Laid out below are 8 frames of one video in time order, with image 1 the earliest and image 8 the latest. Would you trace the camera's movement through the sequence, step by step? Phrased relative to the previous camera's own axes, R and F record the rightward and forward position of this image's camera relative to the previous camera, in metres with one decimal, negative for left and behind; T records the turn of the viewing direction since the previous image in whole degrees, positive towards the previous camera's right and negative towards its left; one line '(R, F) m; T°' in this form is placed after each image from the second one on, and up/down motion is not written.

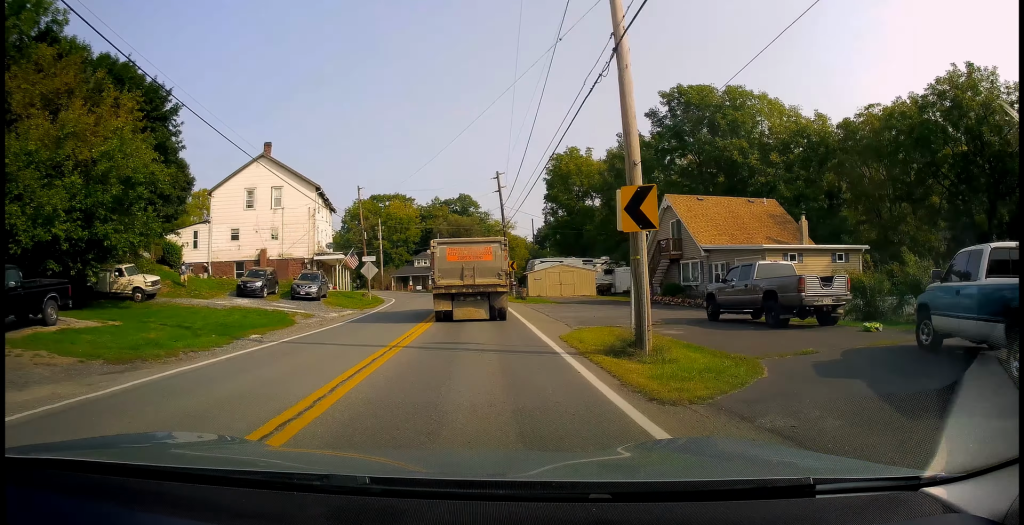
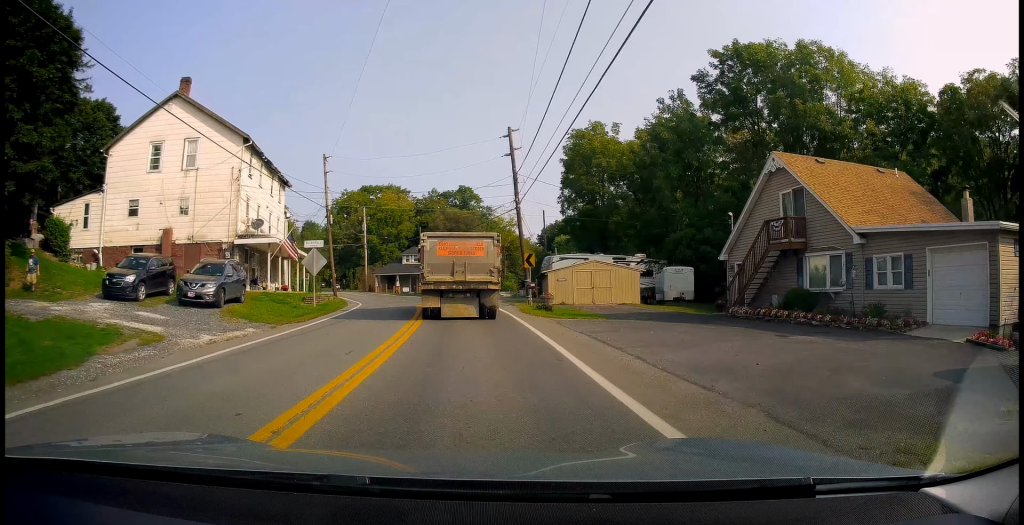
(-0.4, +13.9) m; -1°
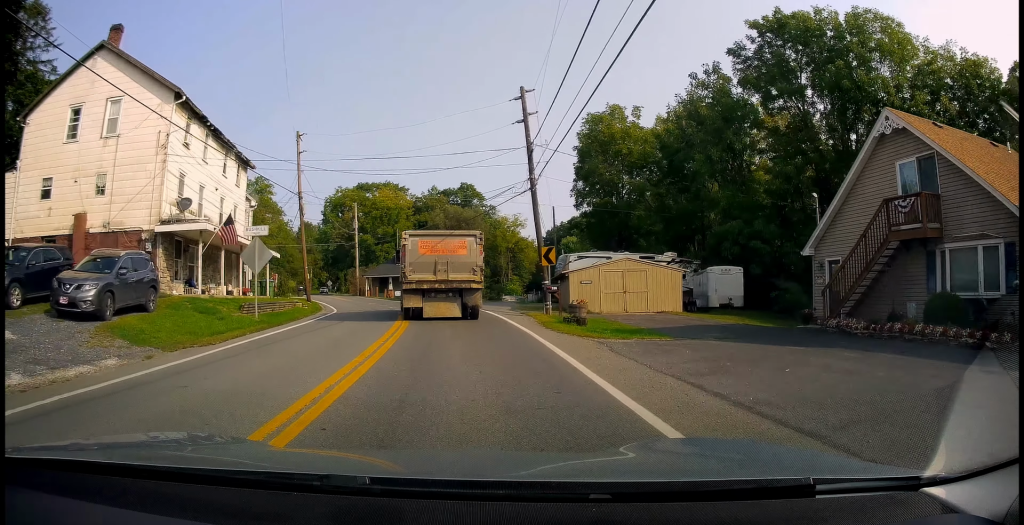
(+0.3, +7.8) m; 0°
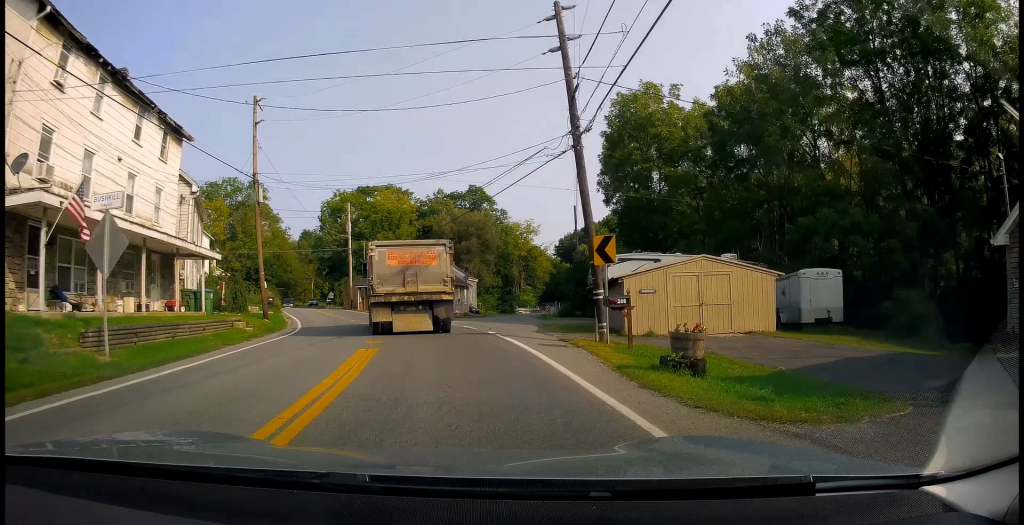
(-0.1, +10.7) m; +2°
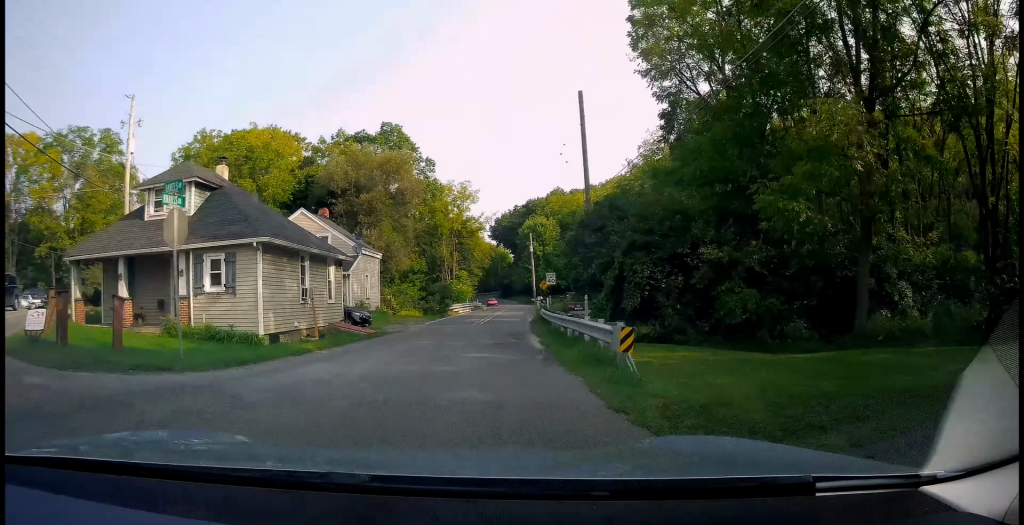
(+2.5, +35.3) m; +6°
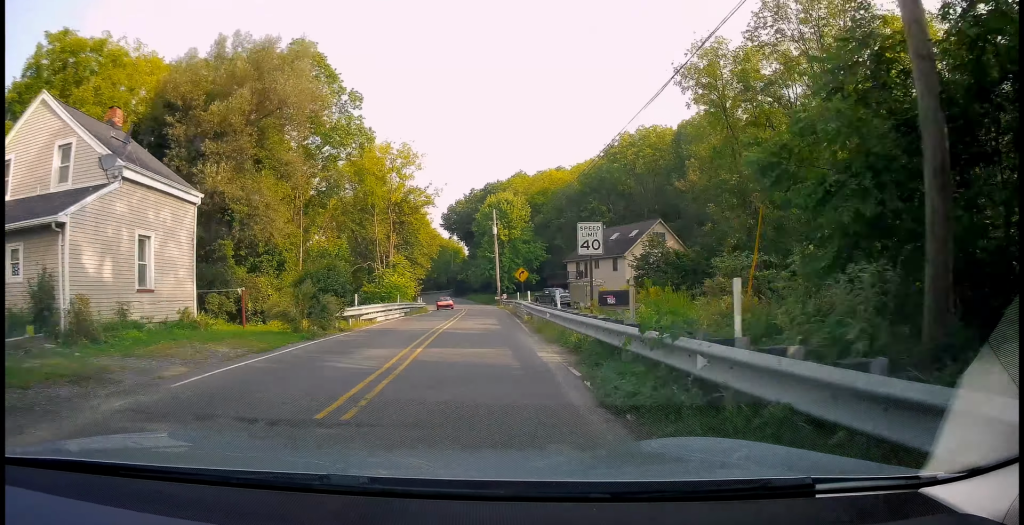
(+0.2, +24.2) m; +2°
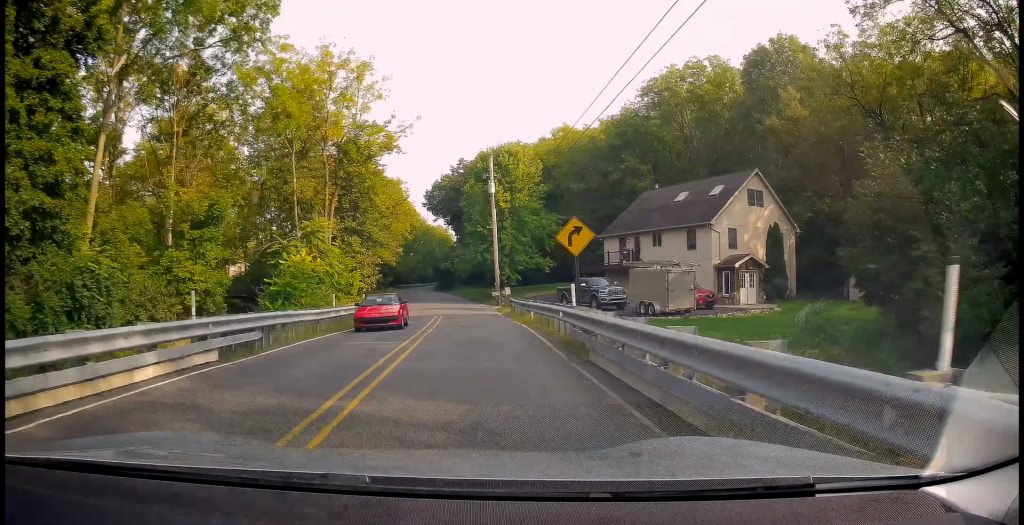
(+0.4, +25.1) m; +1°
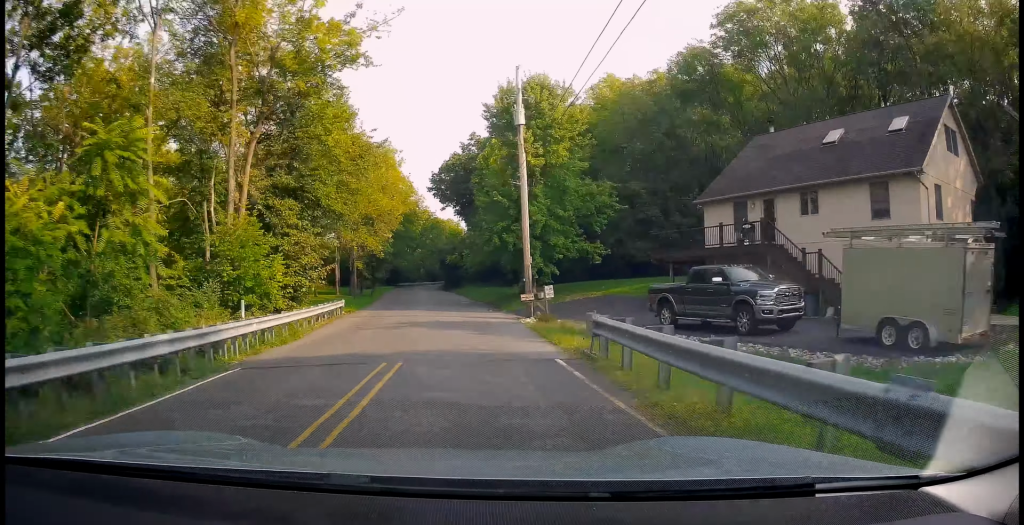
(+0.3, +18.4) m; 0°
